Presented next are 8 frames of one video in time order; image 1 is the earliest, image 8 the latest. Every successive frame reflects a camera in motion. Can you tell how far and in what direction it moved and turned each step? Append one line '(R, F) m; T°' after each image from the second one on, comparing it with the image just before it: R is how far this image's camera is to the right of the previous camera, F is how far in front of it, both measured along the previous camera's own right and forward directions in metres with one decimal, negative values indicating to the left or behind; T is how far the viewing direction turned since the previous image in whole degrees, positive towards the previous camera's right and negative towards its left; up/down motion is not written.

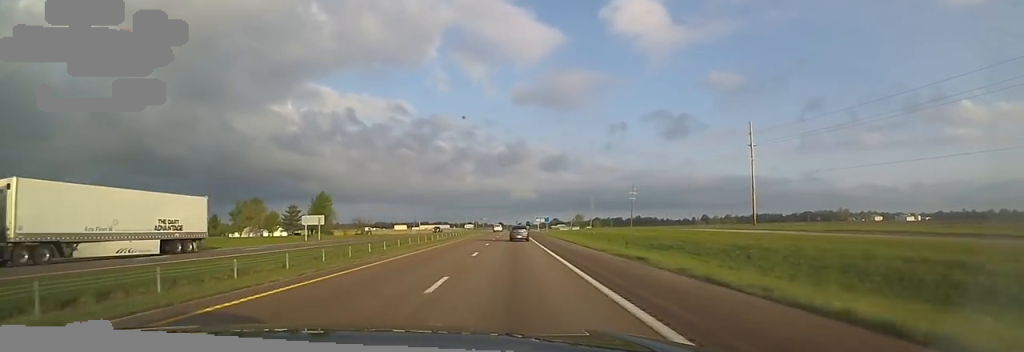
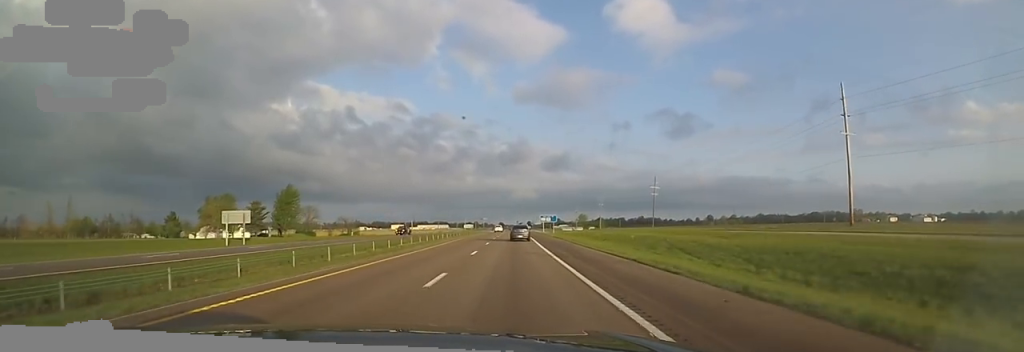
(+0.2, +23.3) m; 0°
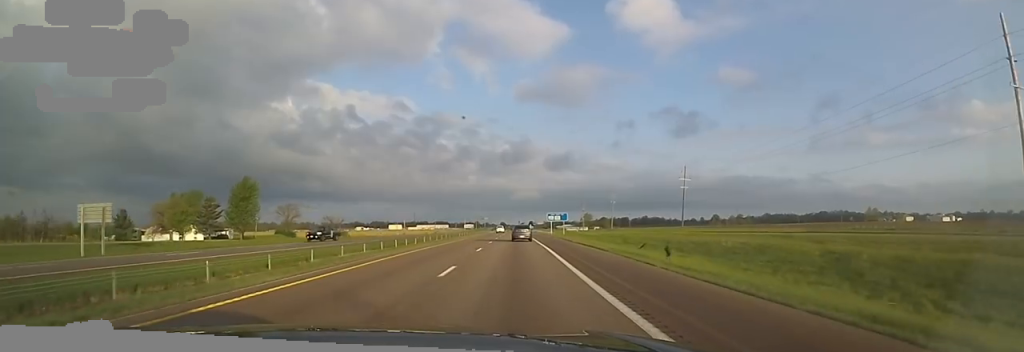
(+0.3, +22.0) m; 0°
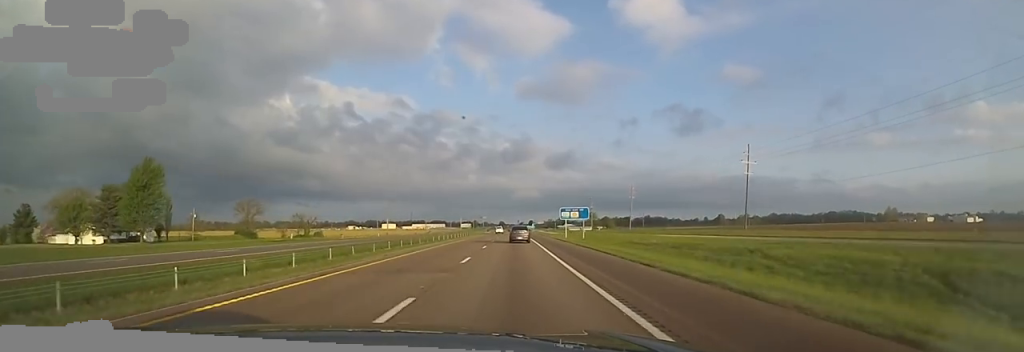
(-0.6, +30.6) m; -1°
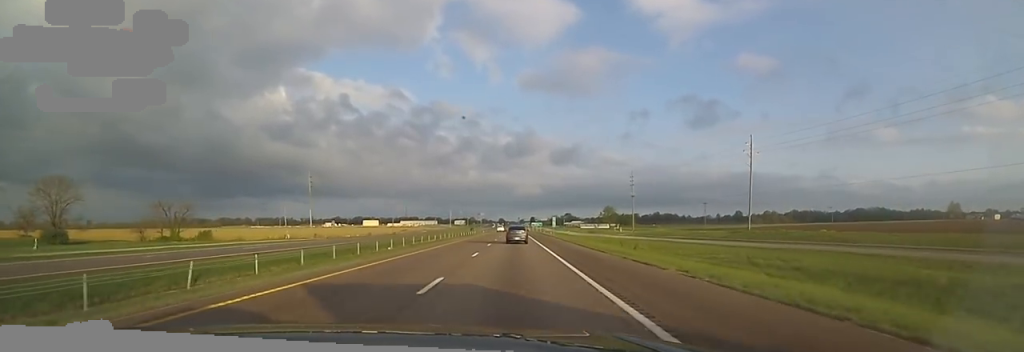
(+1.2, +82.1) m; +1°
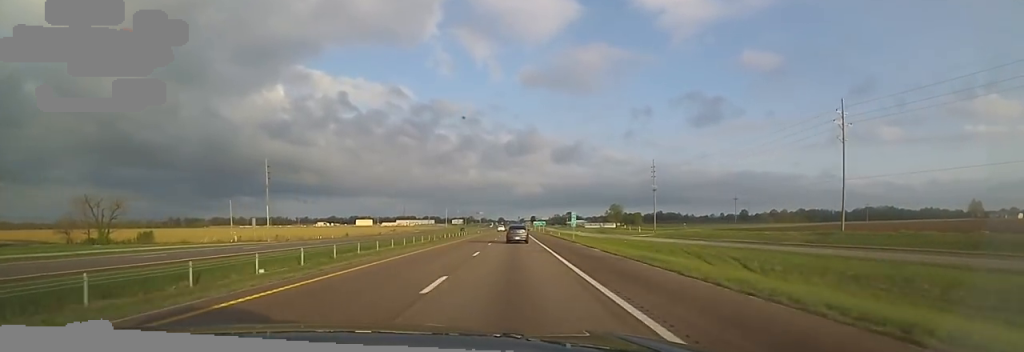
(-0.3, +24.3) m; -1°
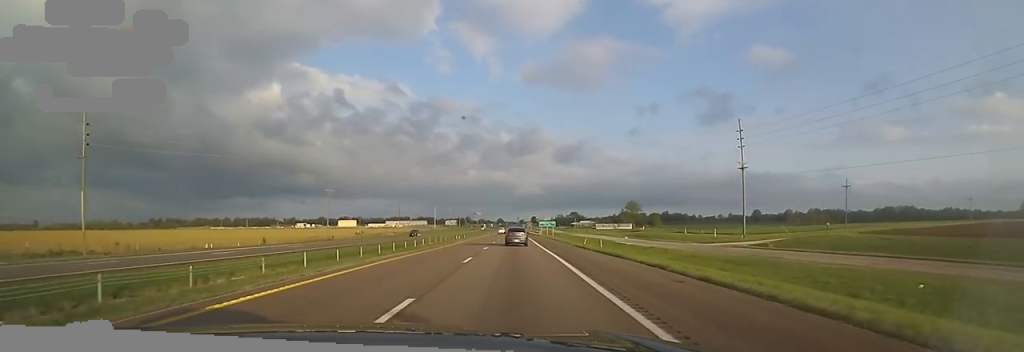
(+1.3, +53.7) m; 0°
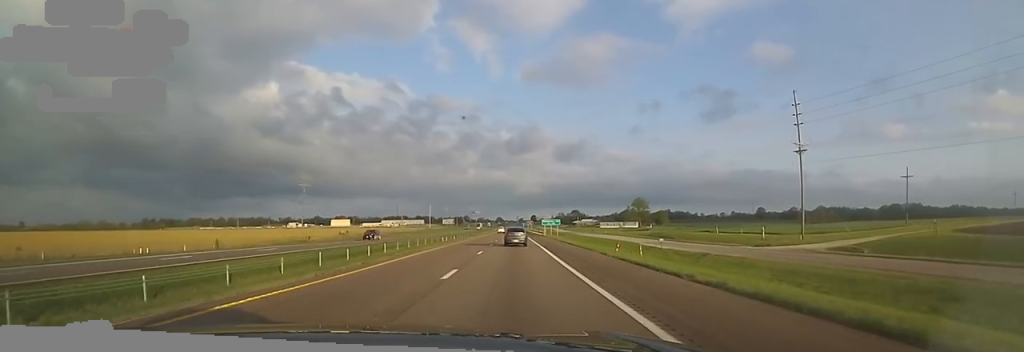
(-0.2, +17.8) m; 0°
